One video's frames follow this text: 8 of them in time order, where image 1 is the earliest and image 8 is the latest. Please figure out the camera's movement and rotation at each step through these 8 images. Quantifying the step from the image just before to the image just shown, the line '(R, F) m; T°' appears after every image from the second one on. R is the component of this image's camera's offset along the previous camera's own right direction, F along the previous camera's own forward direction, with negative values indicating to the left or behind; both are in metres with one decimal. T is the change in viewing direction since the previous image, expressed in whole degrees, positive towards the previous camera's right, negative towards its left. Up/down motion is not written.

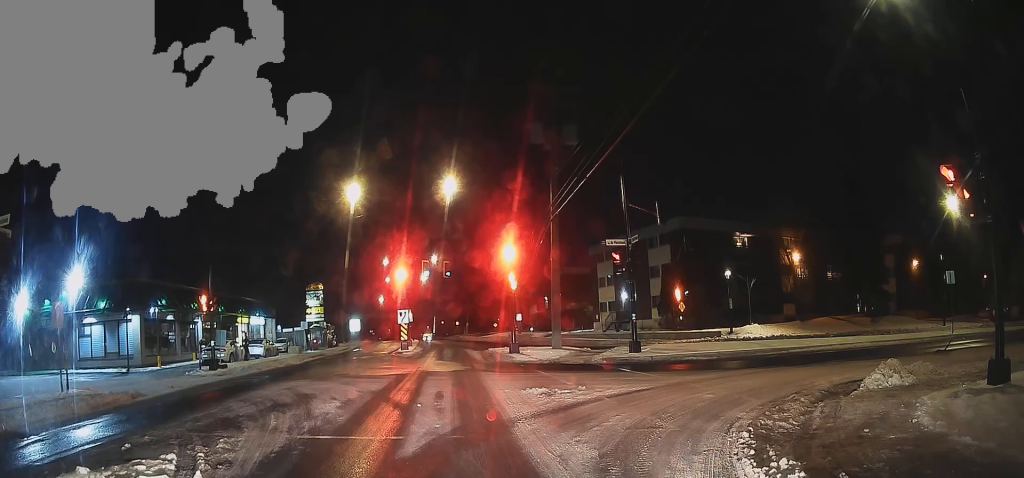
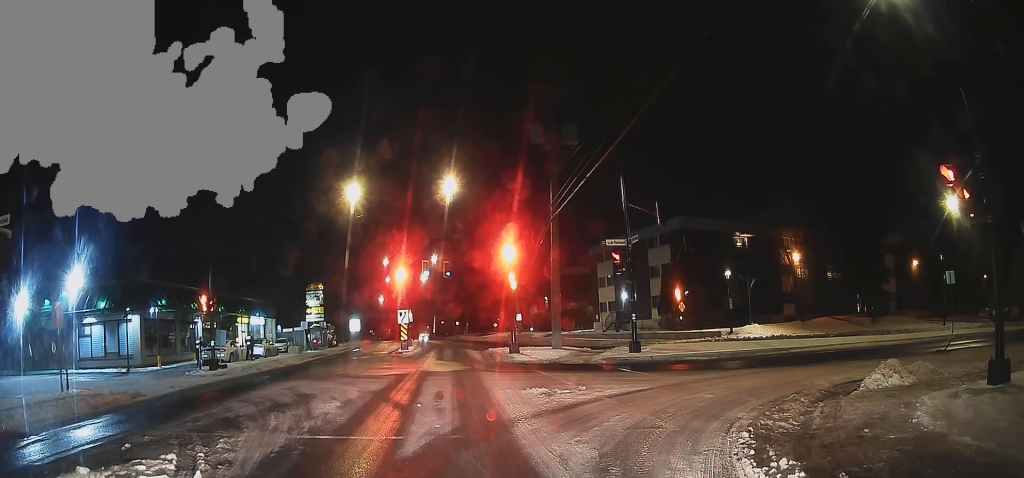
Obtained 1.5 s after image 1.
(0.0, 0.0) m; 0°
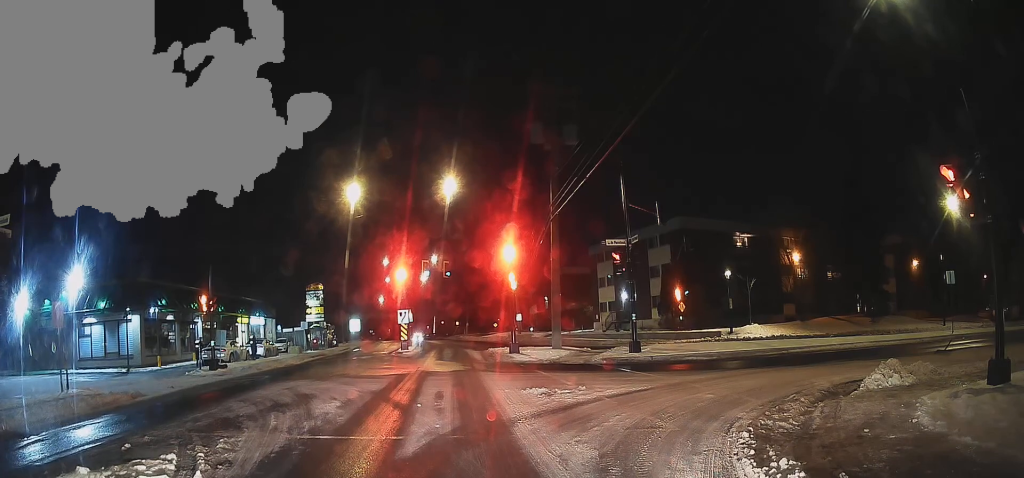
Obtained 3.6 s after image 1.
(0.0, 0.0) m; 0°
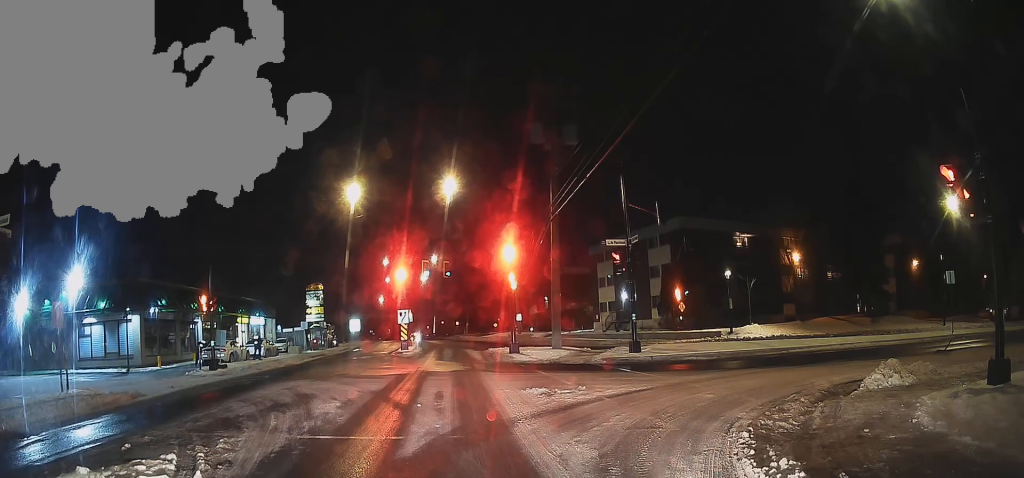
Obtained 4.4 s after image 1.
(0.0, 0.0) m; 0°
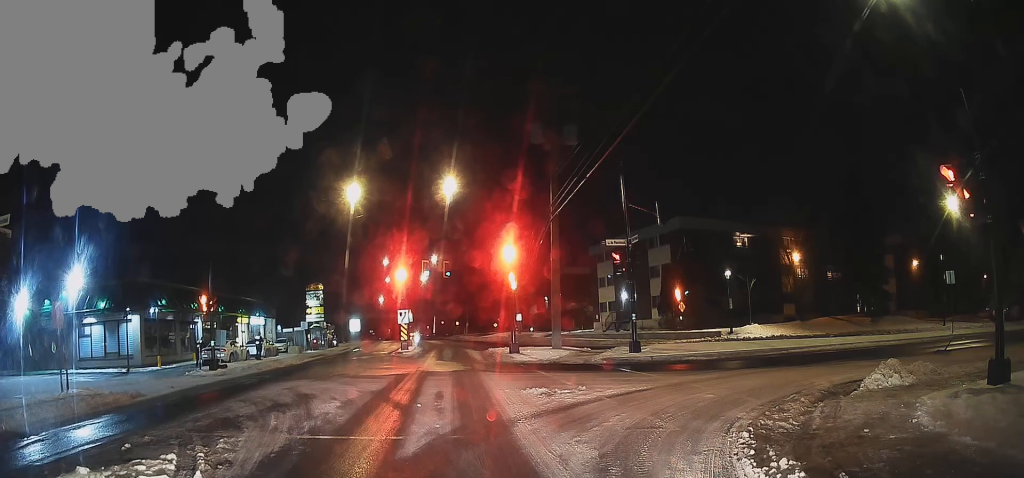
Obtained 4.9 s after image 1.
(0.0, 0.0) m; 0°
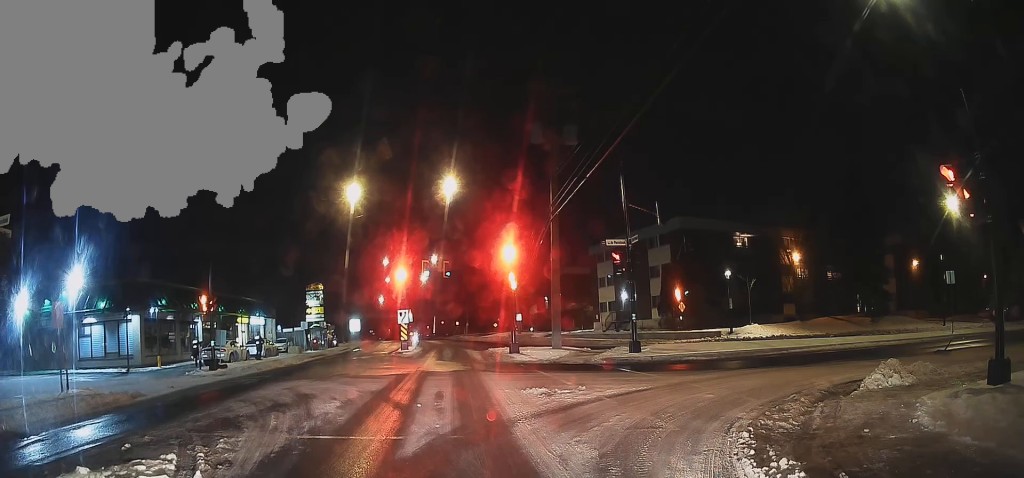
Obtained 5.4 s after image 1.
(0.0, 0.0) m; 0°
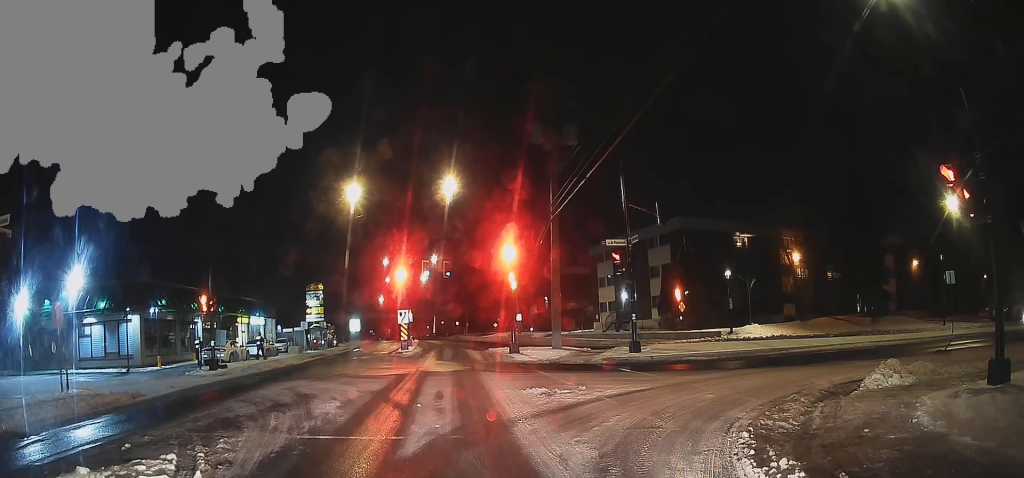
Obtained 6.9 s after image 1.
(0.0, 0.0) m; 0°
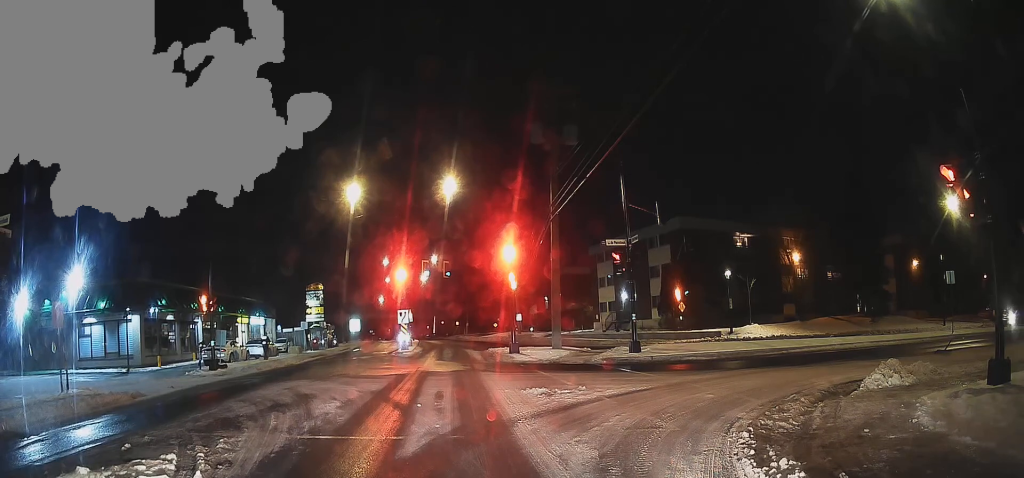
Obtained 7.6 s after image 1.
(0.0, 0.0) m; 0°
